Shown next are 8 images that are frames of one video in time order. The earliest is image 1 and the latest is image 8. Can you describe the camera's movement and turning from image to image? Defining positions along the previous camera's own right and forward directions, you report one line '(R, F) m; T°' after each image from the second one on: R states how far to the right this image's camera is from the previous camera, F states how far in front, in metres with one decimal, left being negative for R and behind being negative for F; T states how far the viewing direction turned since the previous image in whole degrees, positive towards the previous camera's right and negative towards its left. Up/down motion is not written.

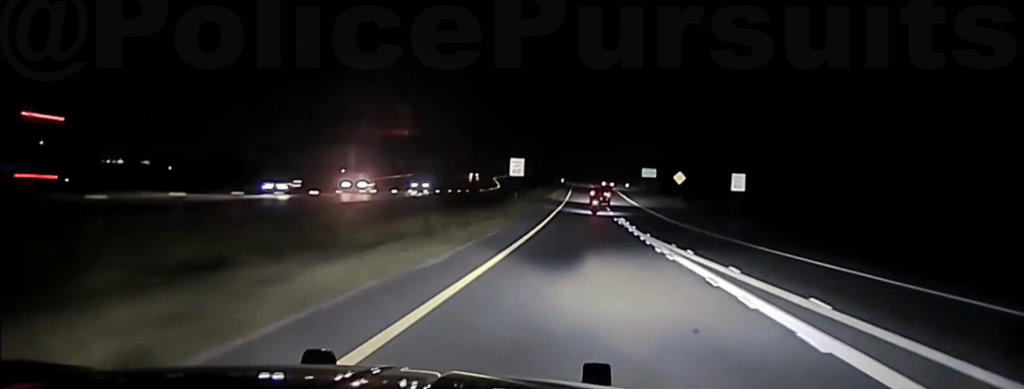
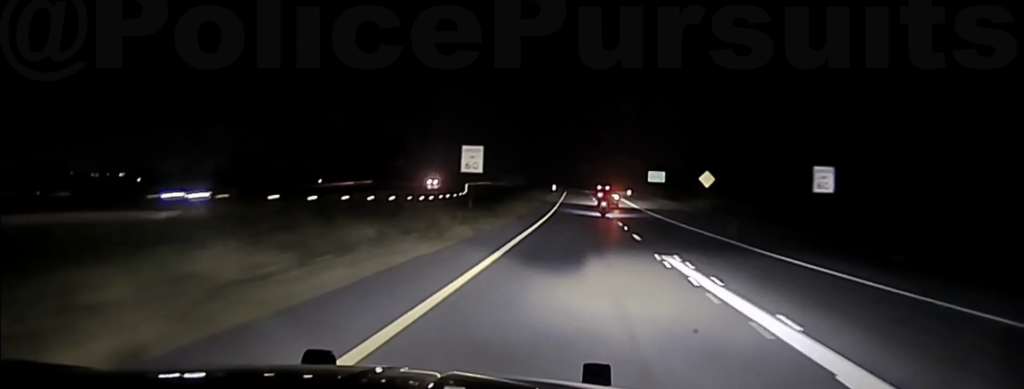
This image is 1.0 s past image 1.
(+0.1, +33.0) m; 0°
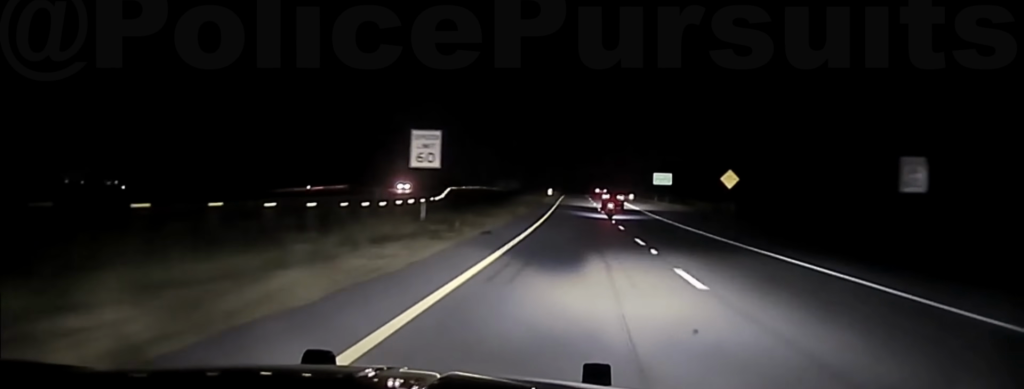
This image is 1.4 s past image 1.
(-0.1, +14.9) m; 0°
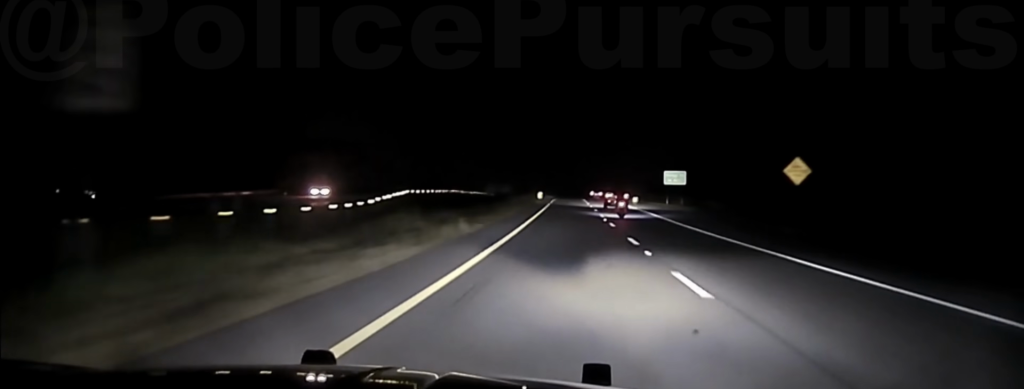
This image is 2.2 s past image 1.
(0.0, +22.0) m; +1°
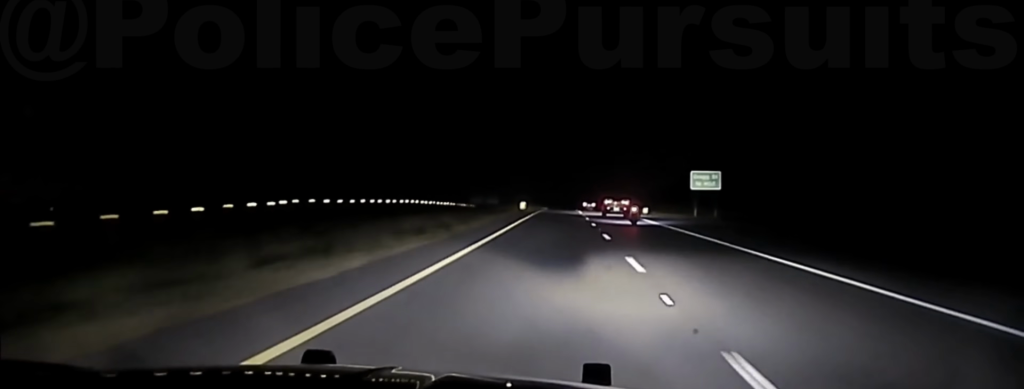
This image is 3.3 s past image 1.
(+0.3, +30.3) m; 0°
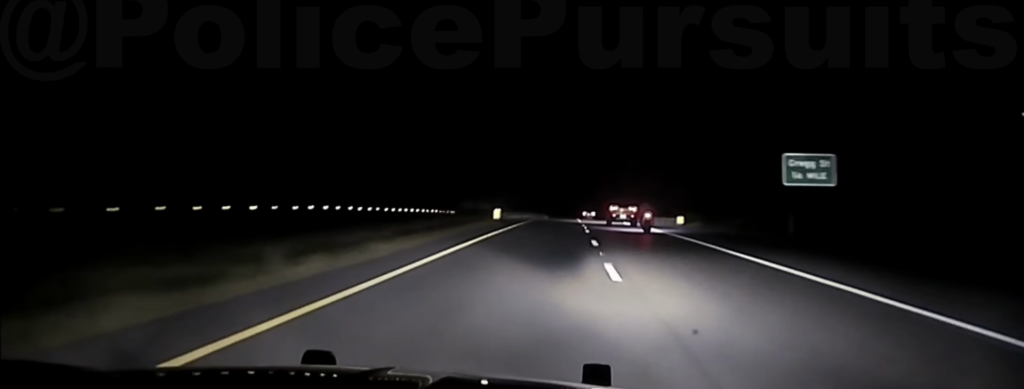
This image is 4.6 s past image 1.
(-0.2, +36.1) m; 0°
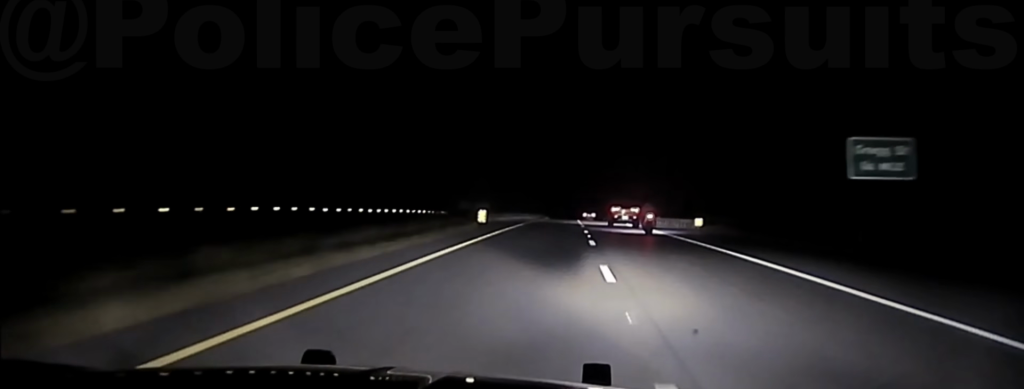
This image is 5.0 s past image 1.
(+0.1, +11.9) m; 0°
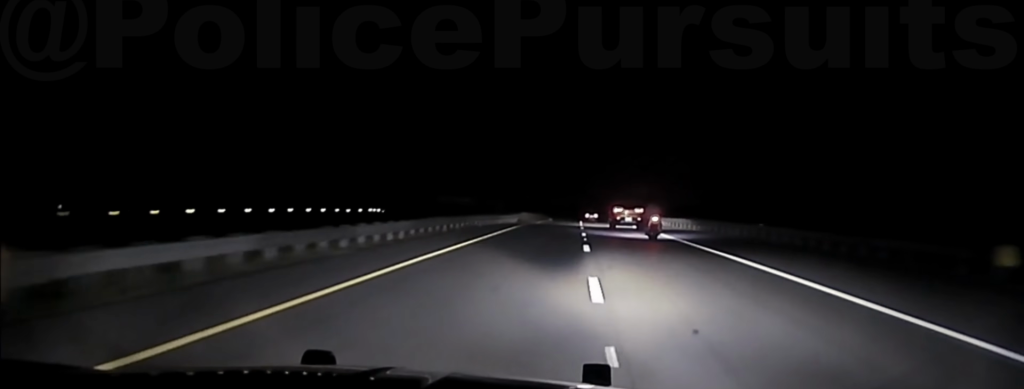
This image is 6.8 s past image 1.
(+0.1, +55.2) m; -1°
